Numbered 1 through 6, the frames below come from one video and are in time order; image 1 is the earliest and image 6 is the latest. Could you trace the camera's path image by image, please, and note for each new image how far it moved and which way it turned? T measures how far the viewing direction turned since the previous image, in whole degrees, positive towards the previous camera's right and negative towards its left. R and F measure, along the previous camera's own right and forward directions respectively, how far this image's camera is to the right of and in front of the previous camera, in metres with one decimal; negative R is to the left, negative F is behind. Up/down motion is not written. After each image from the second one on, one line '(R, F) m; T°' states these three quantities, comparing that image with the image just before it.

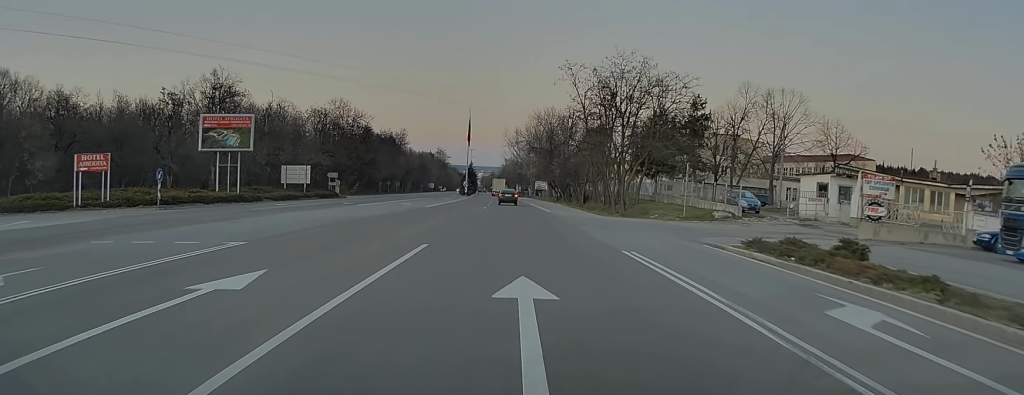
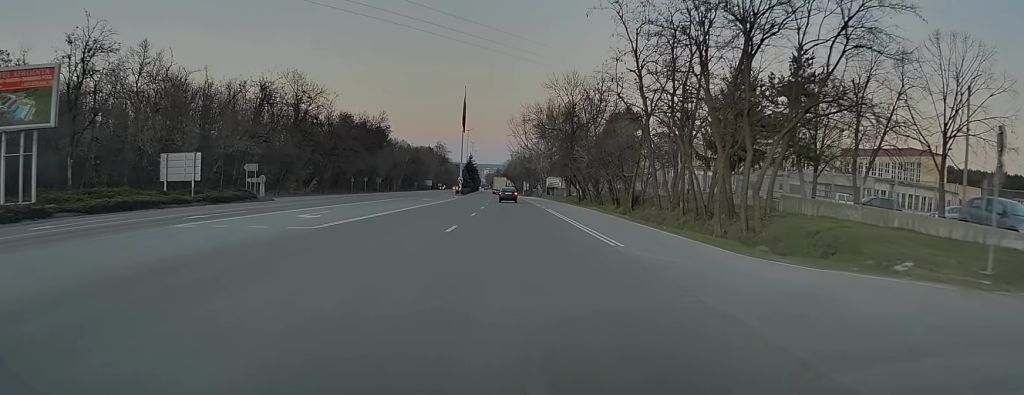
(-0.2, +28.1) m; 0°
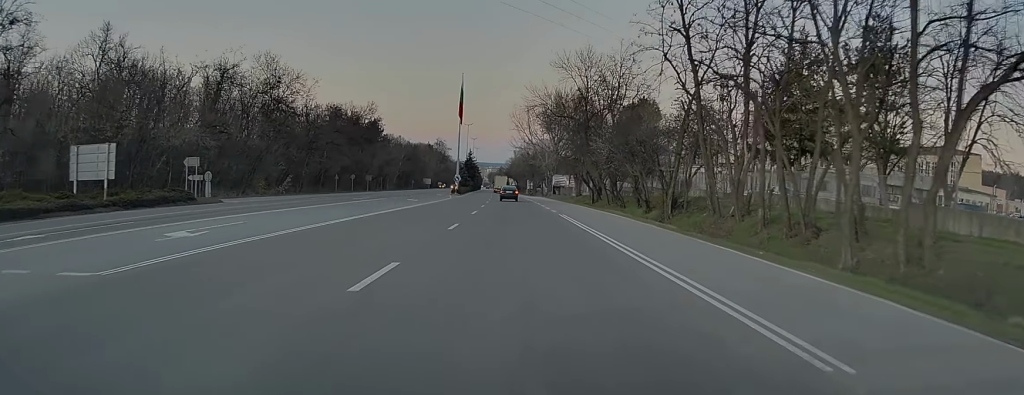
(0.0, +11.3) m; 0°
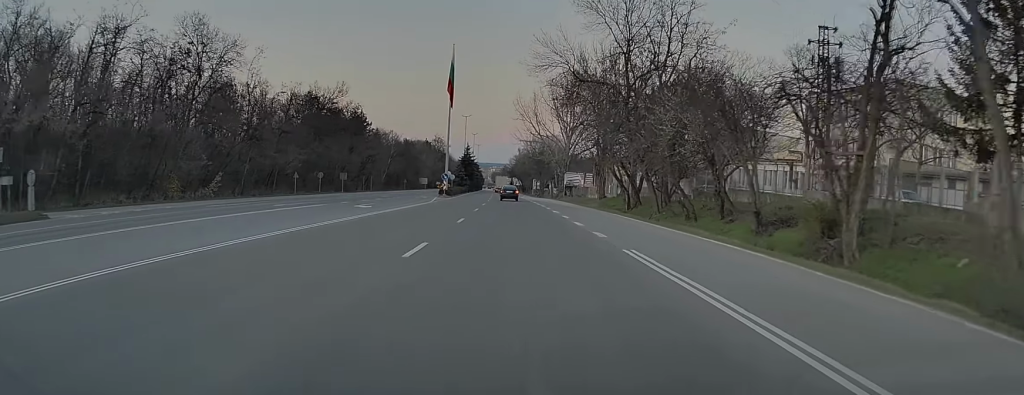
(-0.2, +19.7) m; -1°
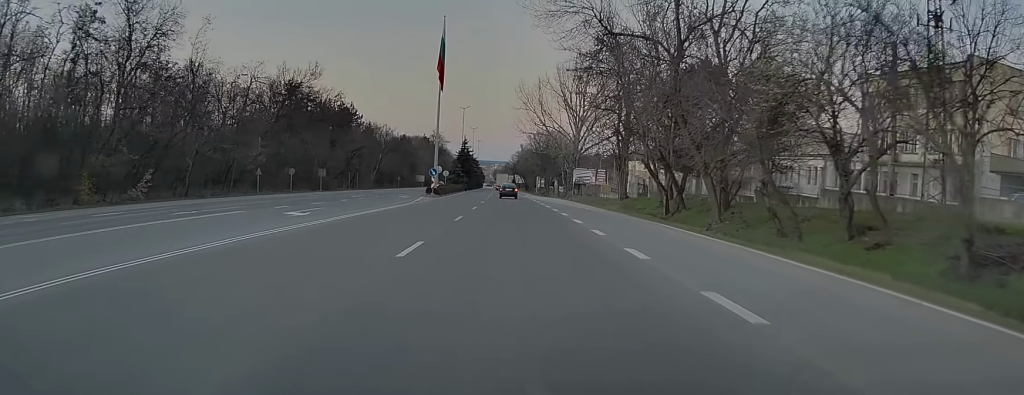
(-0.1, +12.2) m; 0°
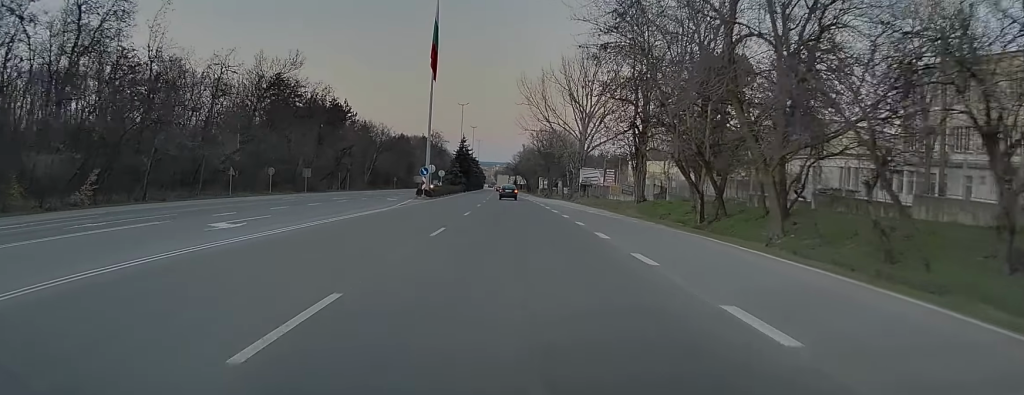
(+0.1, +6.9) m; 0°
